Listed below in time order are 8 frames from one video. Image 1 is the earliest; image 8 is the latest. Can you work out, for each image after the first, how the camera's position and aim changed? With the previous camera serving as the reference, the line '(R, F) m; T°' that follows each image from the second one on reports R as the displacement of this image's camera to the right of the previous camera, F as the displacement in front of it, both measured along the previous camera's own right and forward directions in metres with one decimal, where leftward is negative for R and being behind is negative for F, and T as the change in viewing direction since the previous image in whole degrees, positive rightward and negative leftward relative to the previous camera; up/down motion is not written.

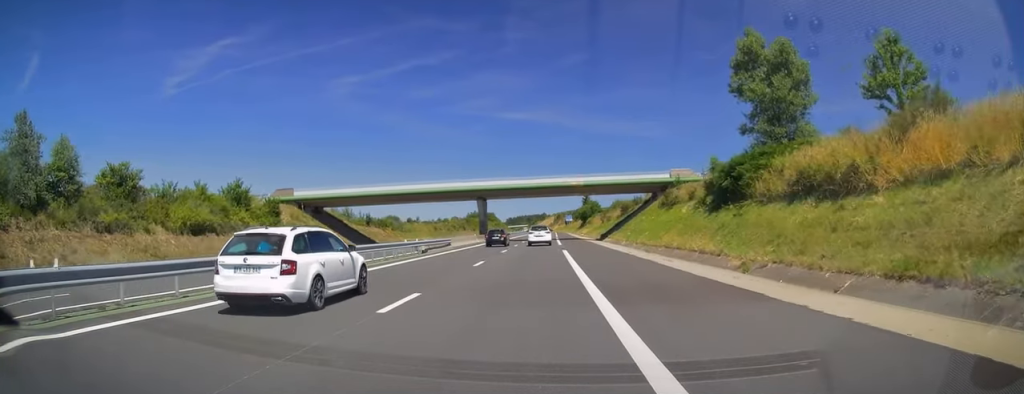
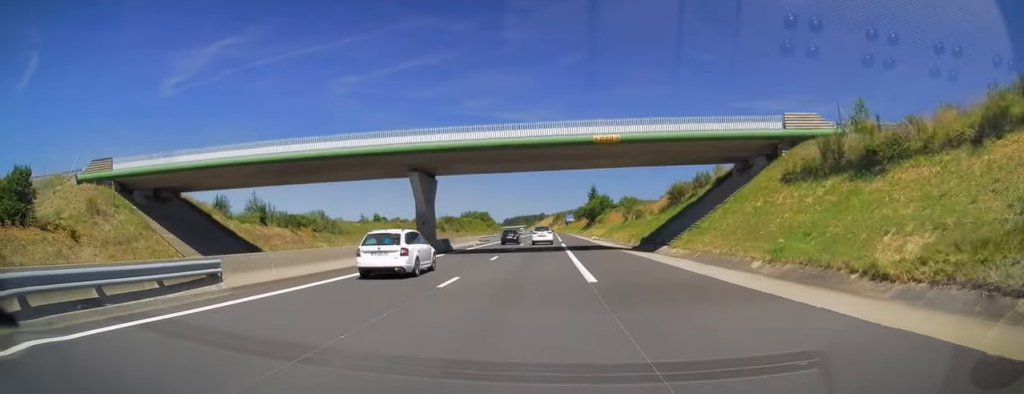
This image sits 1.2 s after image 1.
(-0.1, +34.5) m; 0°
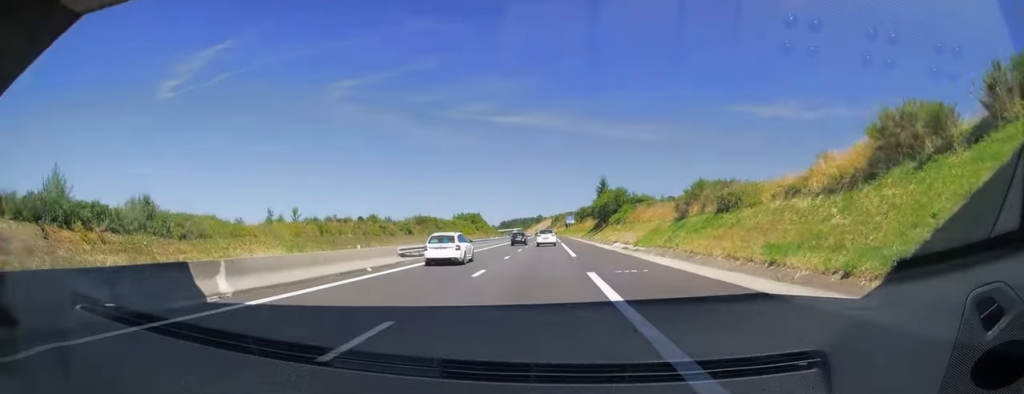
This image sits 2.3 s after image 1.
(0.0, +34.6) m; 0°
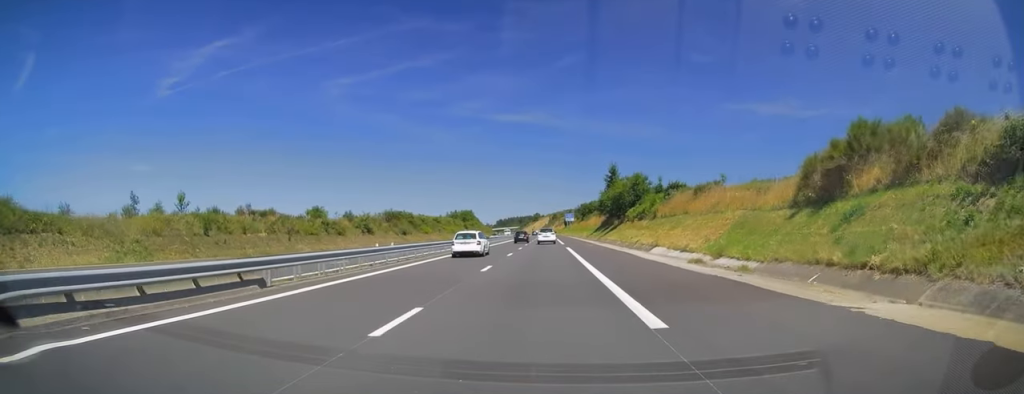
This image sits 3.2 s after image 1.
(0.0, +24.7) m; 0°
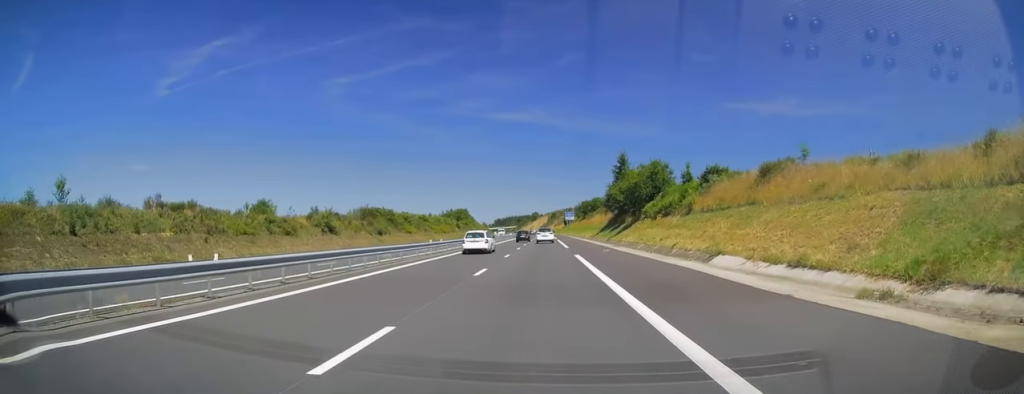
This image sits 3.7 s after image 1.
(+0.1, +15.3) m; 0°
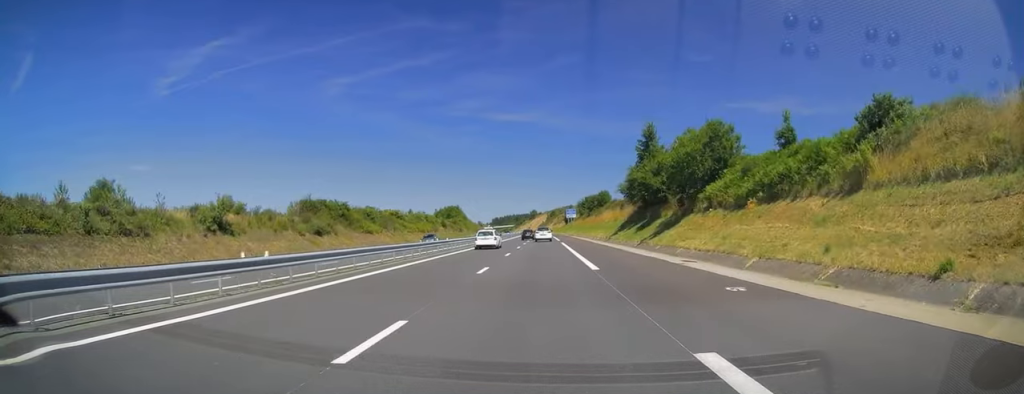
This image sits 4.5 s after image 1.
(0.0, +25.7) m; 0°
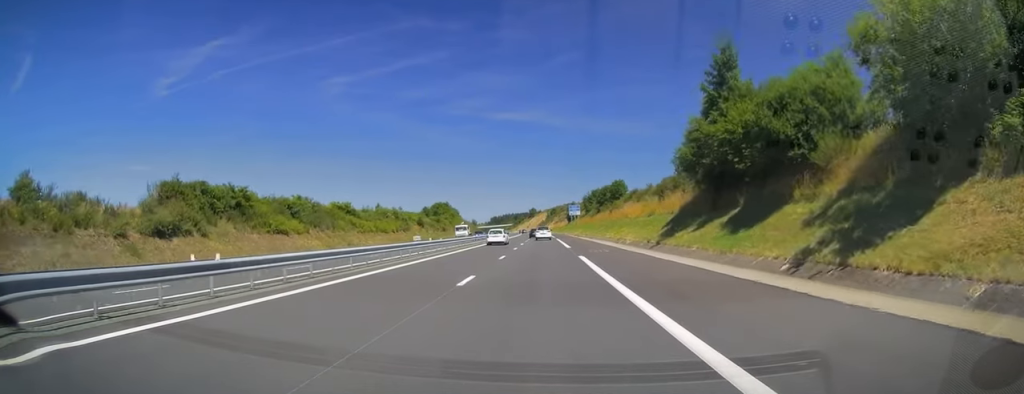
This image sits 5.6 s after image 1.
(+0.1, +30.7) m; 0°
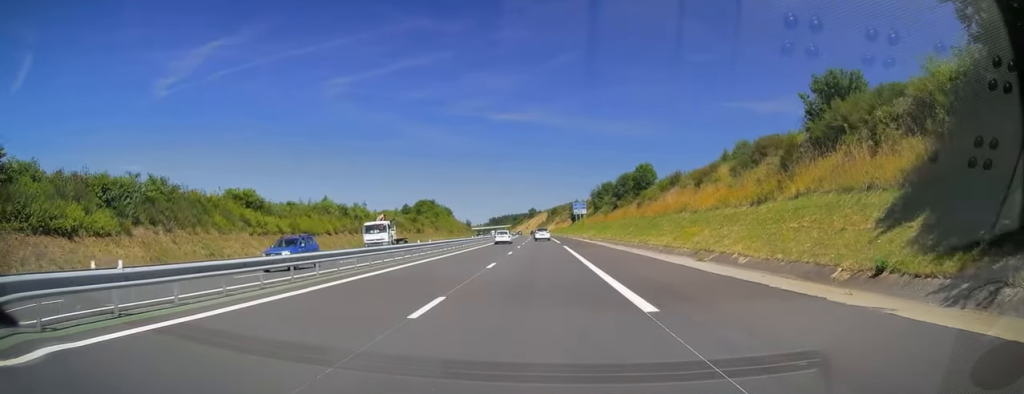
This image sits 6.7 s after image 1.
(0.0, +31.7) m; 0°
